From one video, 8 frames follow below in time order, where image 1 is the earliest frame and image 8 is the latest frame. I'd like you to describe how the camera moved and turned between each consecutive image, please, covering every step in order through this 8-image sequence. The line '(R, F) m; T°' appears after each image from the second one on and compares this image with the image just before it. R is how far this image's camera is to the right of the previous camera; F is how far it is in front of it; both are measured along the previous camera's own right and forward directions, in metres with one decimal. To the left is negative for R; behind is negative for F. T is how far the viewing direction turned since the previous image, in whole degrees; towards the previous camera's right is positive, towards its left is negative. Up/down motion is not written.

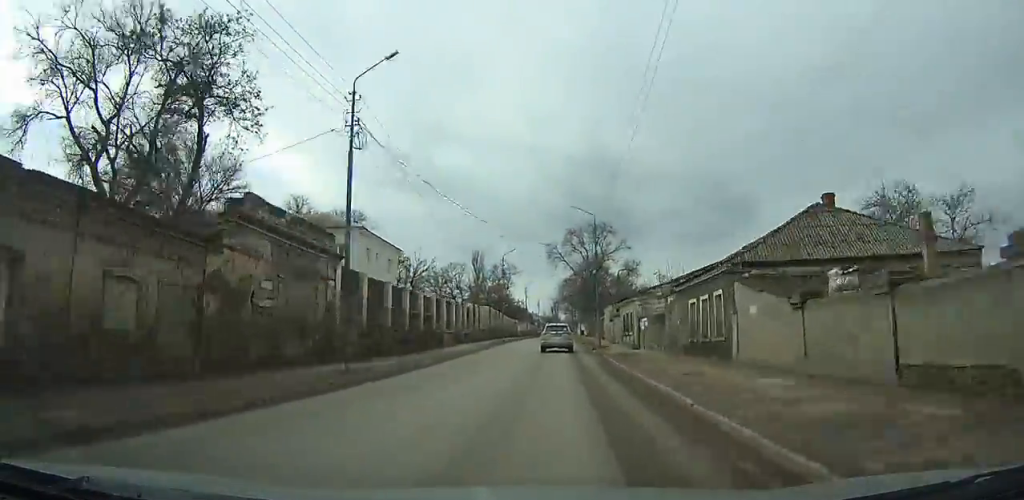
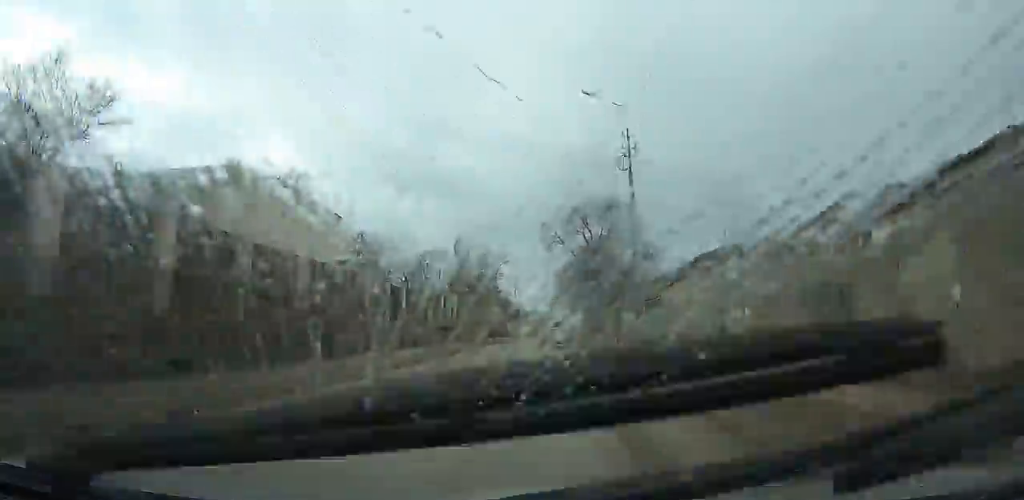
(-0.8, +19.1) m; -3°
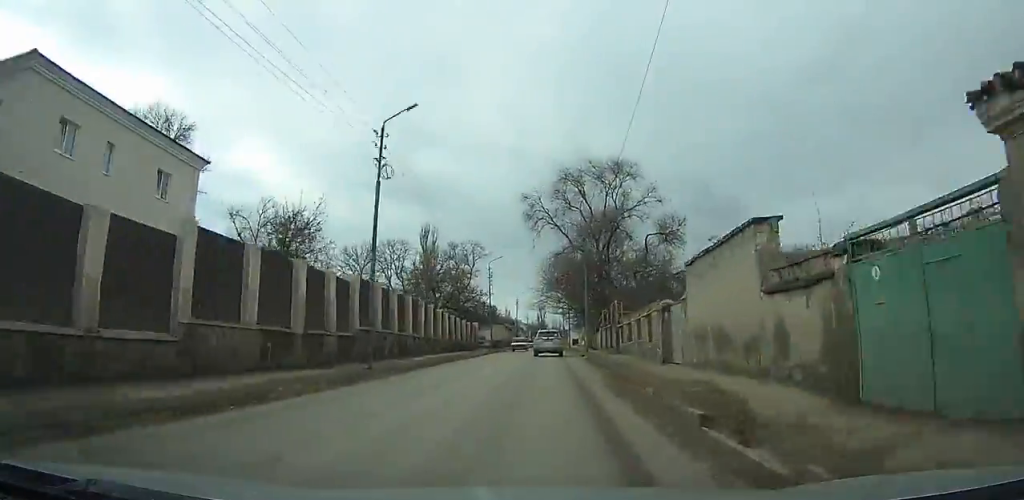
(-0.8, +20.6) m; -2°
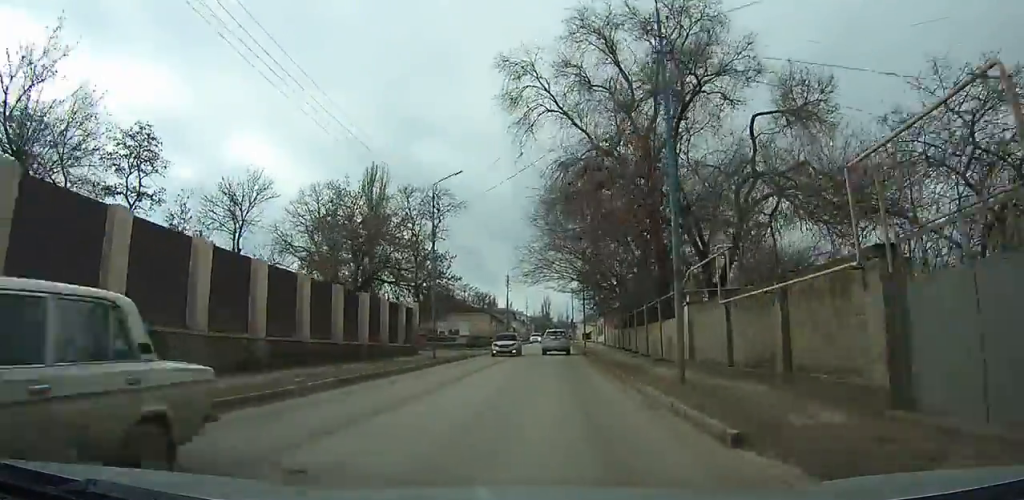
(0.0, +29.6) m; 0°
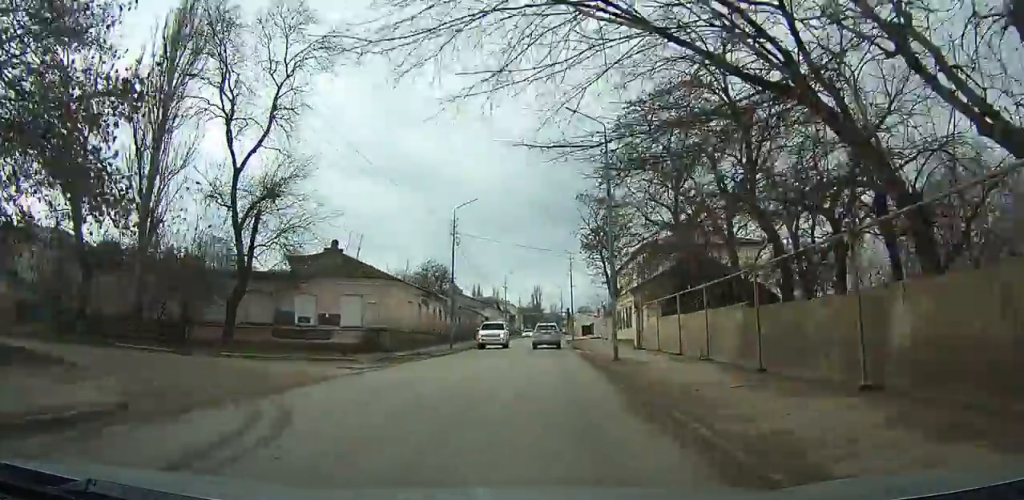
(0.0, +33.2) m; 0°
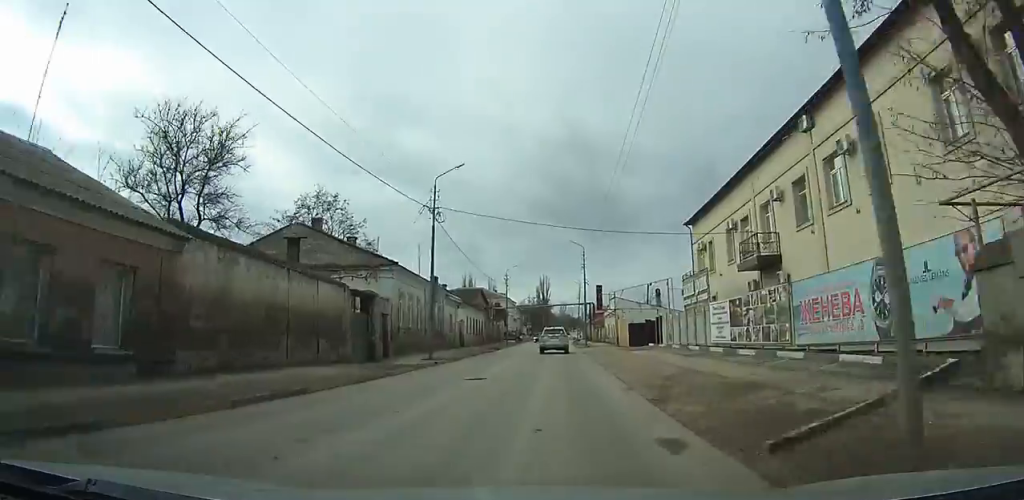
(+0.1, +55.2) m; +1°
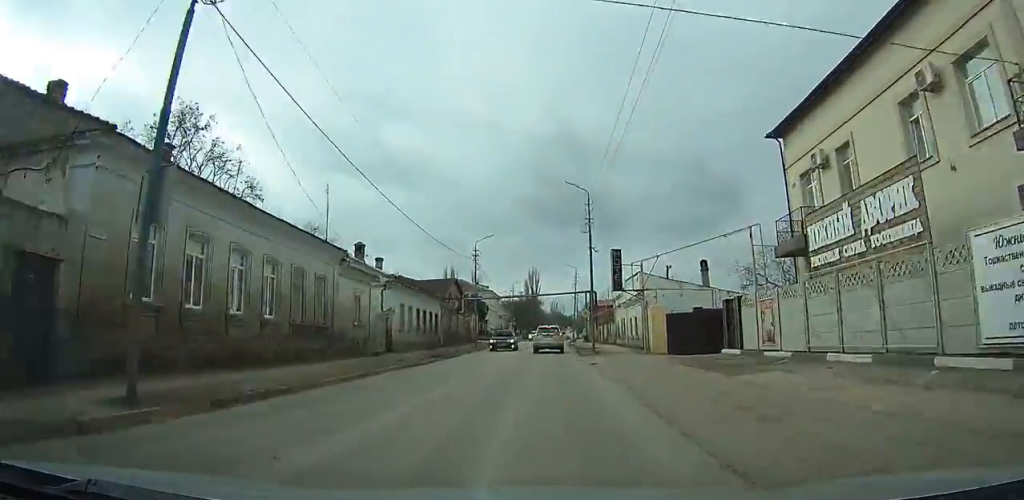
(+0.1, +19.2) m; 0°
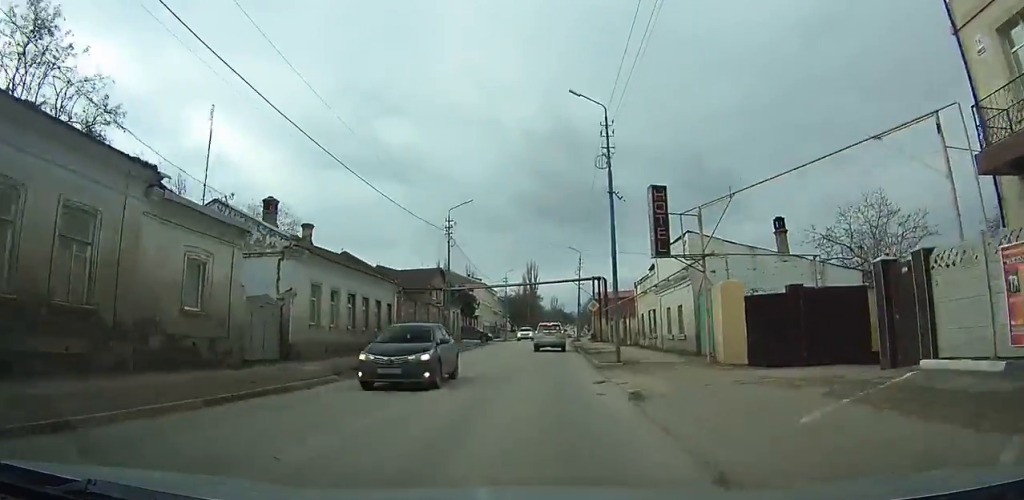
(0.0, +11.3) m; 0°
